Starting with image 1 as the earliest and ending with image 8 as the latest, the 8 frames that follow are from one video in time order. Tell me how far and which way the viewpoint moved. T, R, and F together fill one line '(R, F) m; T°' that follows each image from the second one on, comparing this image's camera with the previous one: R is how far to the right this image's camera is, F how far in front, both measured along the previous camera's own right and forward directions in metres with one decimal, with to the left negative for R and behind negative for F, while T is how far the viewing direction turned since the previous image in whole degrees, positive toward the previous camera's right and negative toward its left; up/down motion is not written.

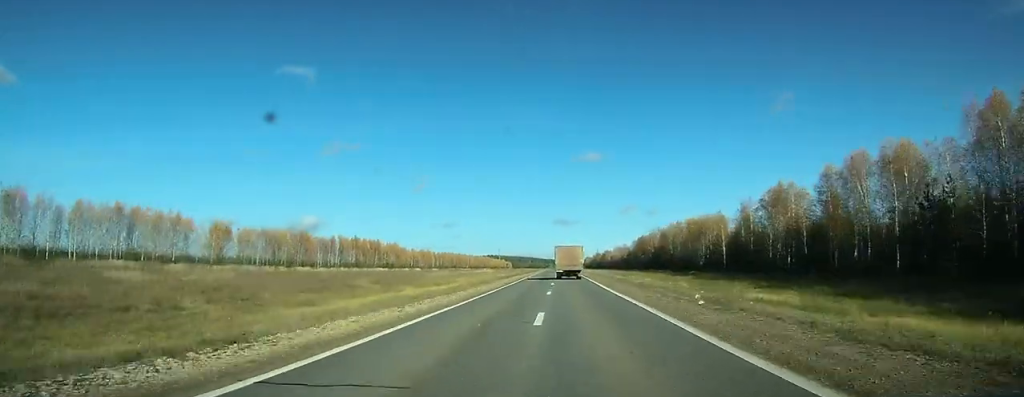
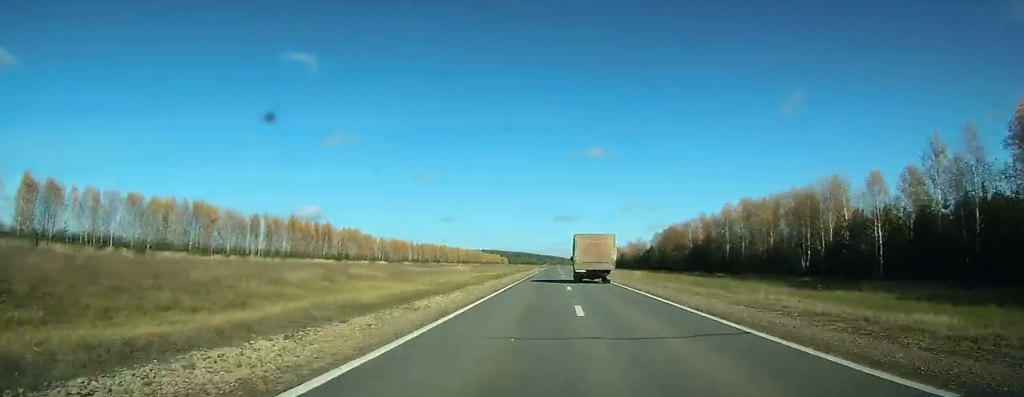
(-0.2, +46.0) m; 0°
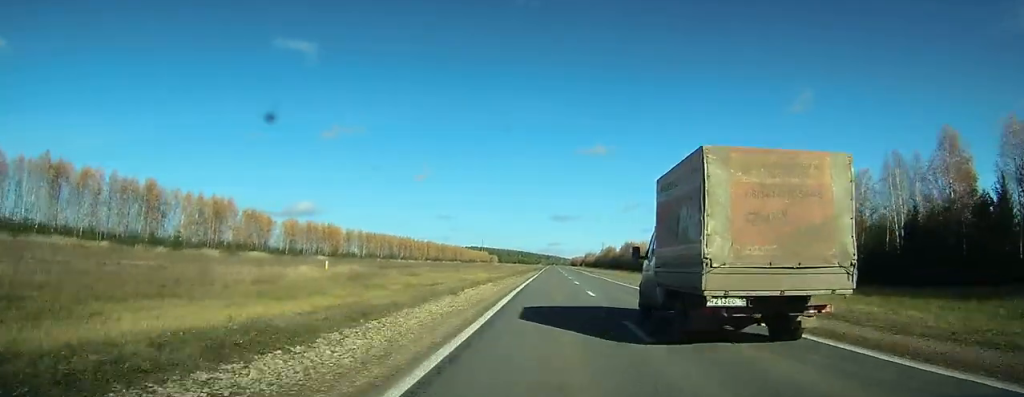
(+0.3, +71.7) m; +1°
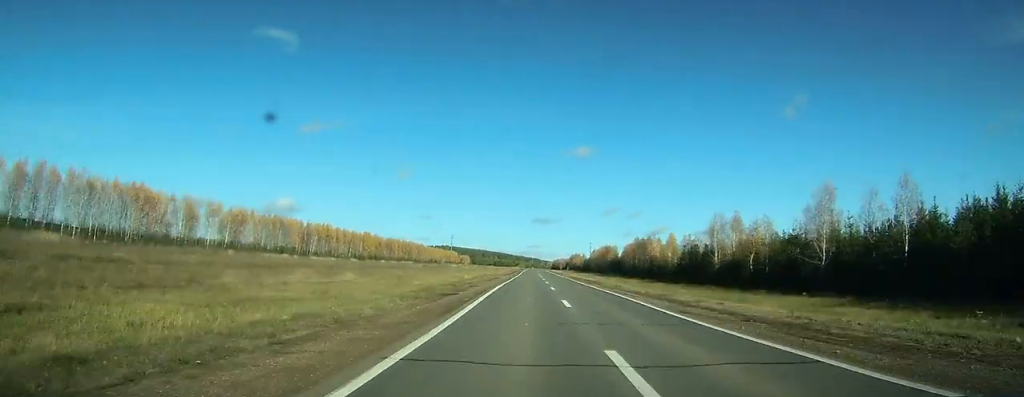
(+0.4, +74.6) m; +1°
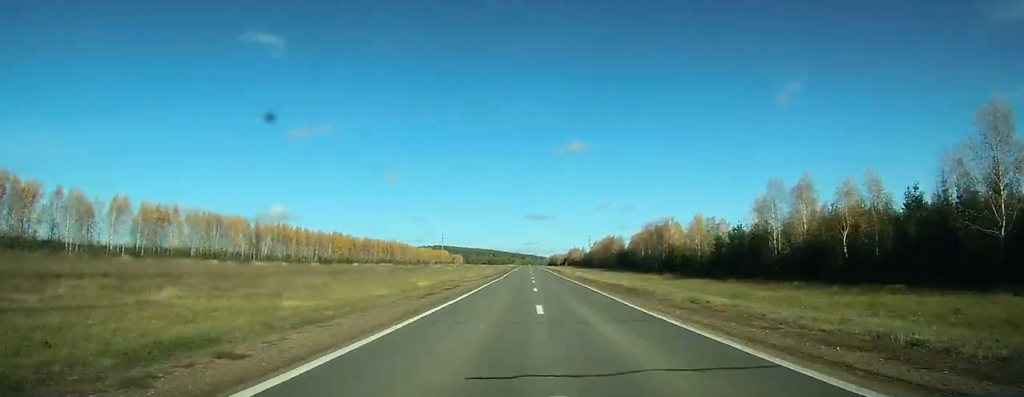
(+0.1, +28.2) m; 0°
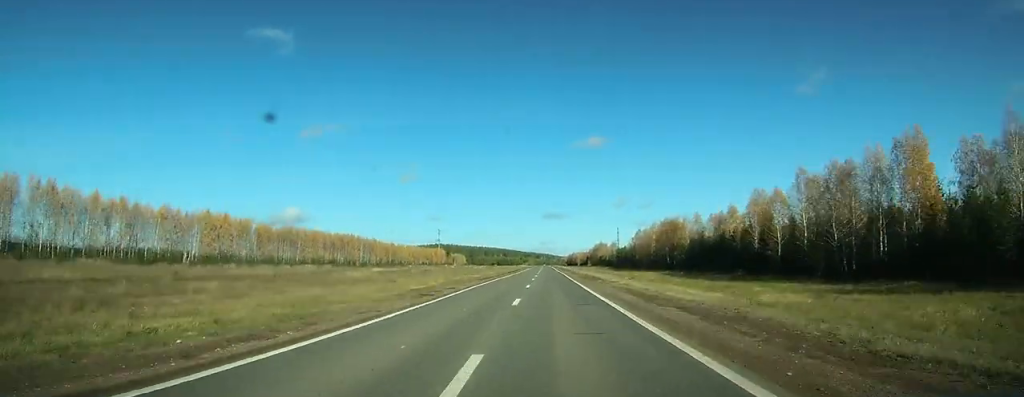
(+0.4, +85.1) m; 0°
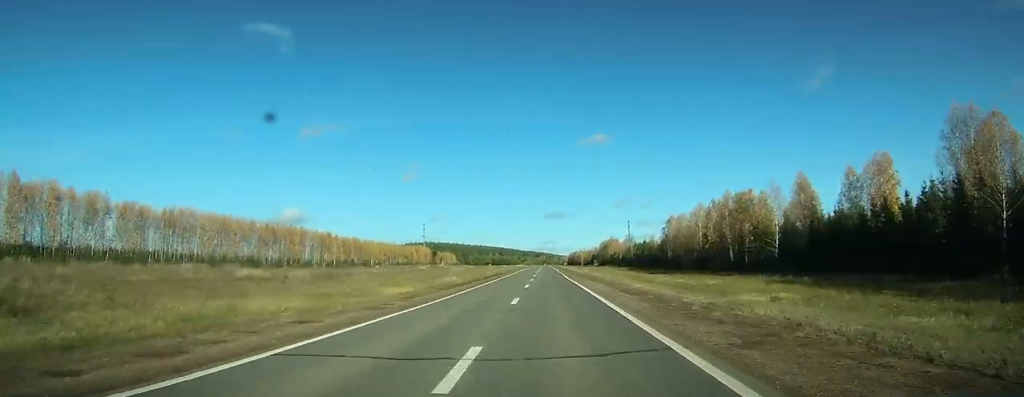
(-0.1, +48.1) m; 0°
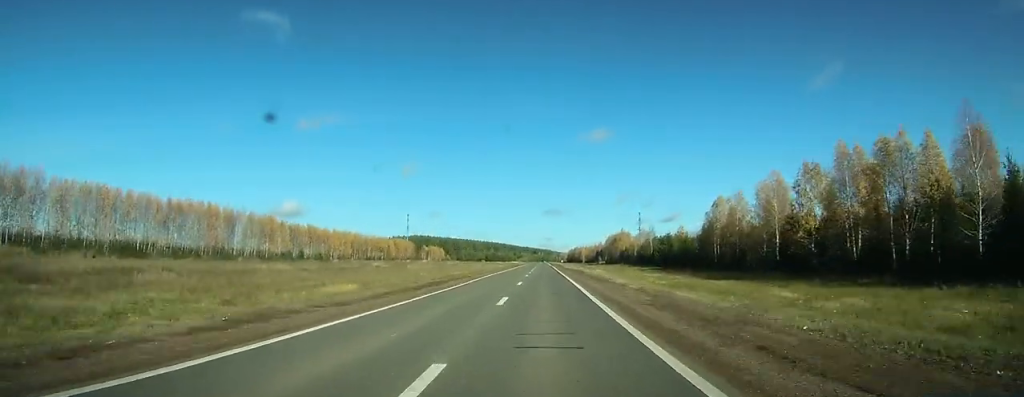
(0.0, +37.7) m; 0°
